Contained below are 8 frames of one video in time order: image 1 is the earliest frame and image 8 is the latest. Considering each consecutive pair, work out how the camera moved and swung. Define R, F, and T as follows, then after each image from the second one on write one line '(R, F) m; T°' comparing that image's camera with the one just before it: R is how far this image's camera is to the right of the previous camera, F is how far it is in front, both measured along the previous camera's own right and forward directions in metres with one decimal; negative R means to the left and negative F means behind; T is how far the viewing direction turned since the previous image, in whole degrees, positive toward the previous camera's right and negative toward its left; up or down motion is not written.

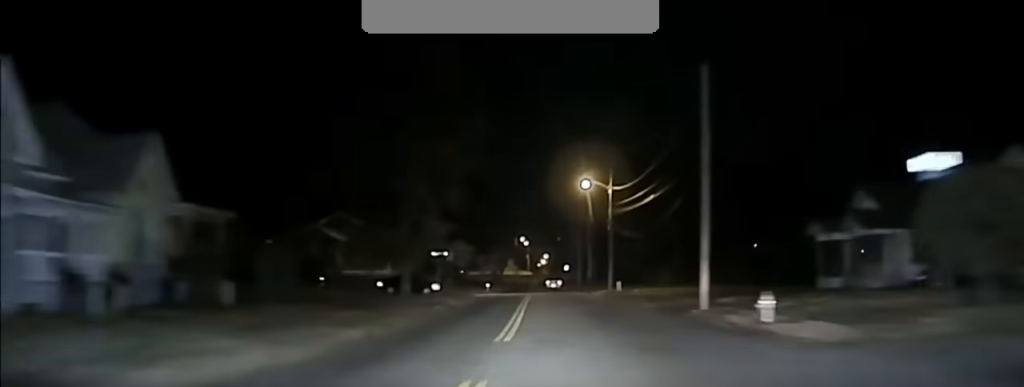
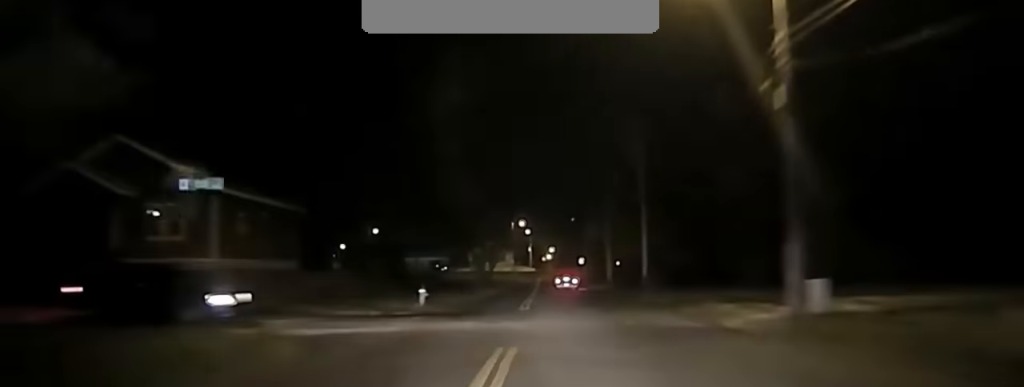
(0.0, +45.9) m; 0°
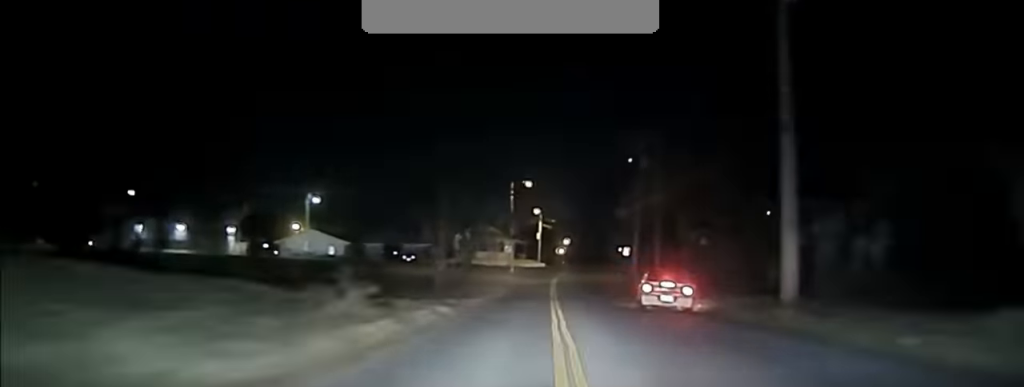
(-0.8, +53.1) m; -1°
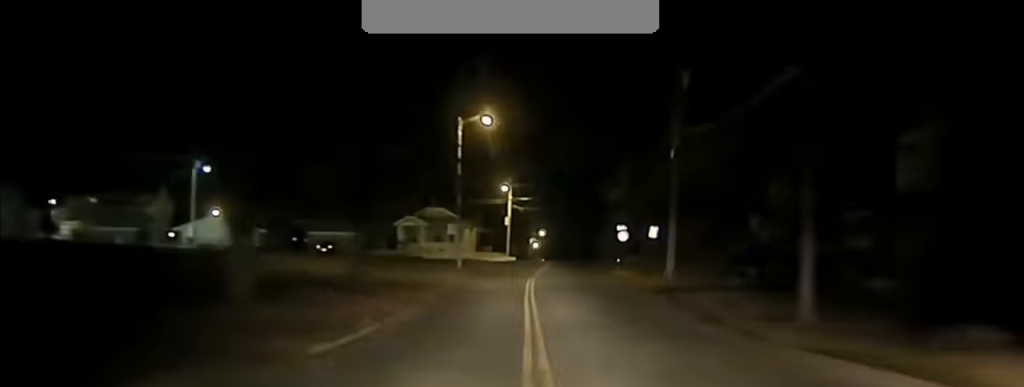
(+0.3, +33.3) m; +2°
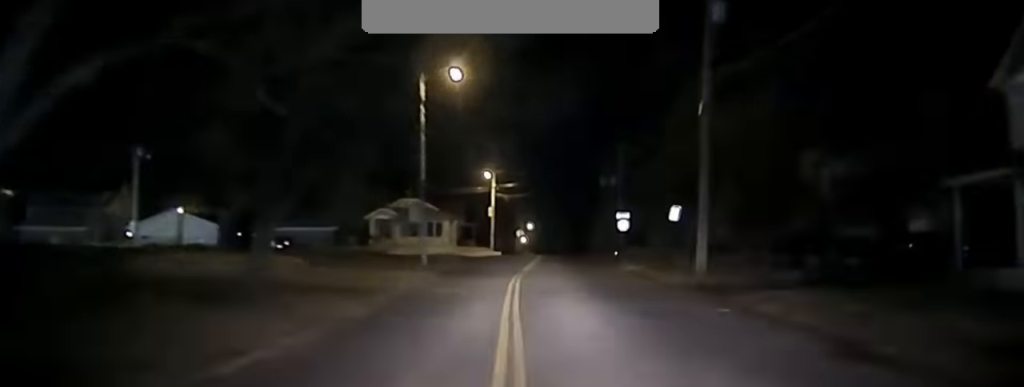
(+0.1, +11.3) m; +1°
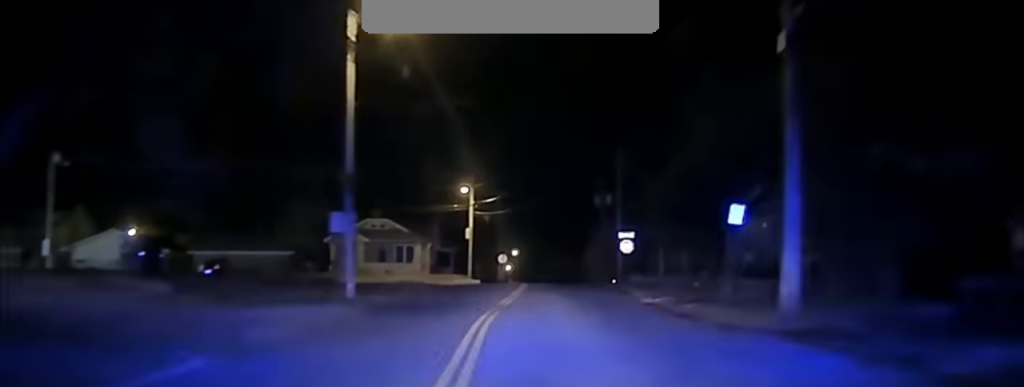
(+0.2, +14.2) m; +1°
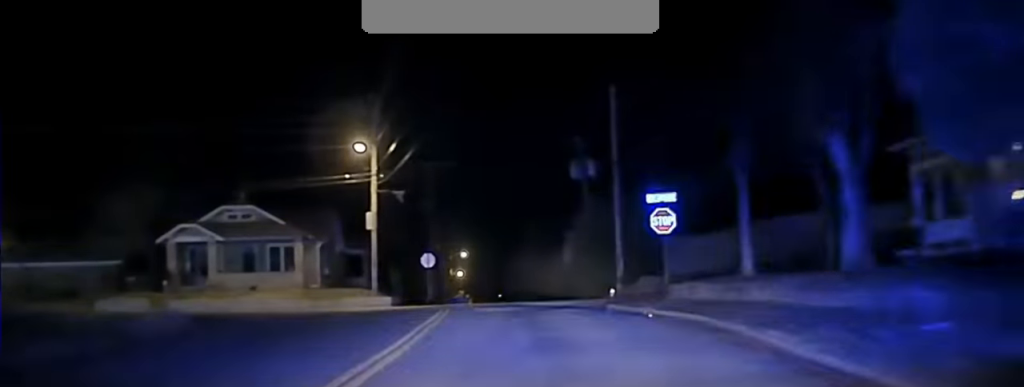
(+0.5, +33.9) m; +1°
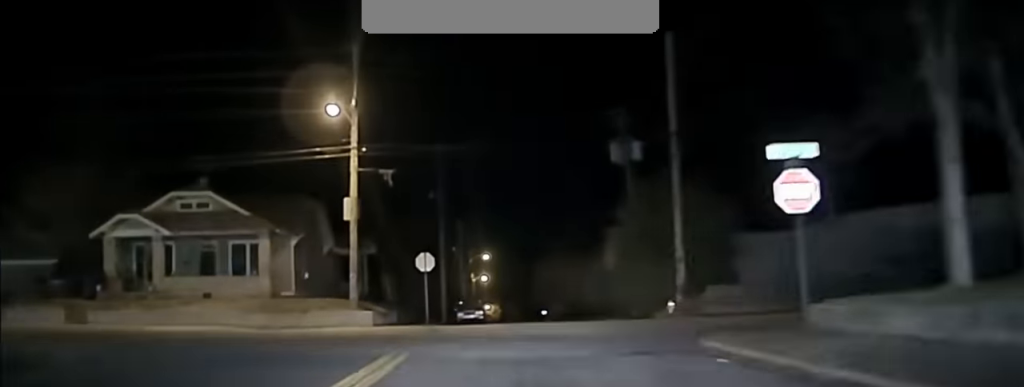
(+0.2, +13.1) m; -1°
